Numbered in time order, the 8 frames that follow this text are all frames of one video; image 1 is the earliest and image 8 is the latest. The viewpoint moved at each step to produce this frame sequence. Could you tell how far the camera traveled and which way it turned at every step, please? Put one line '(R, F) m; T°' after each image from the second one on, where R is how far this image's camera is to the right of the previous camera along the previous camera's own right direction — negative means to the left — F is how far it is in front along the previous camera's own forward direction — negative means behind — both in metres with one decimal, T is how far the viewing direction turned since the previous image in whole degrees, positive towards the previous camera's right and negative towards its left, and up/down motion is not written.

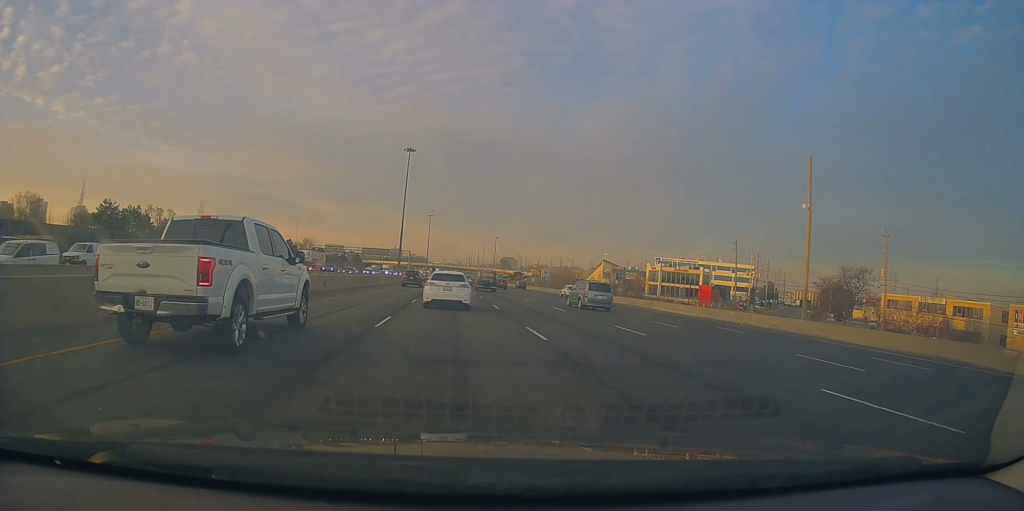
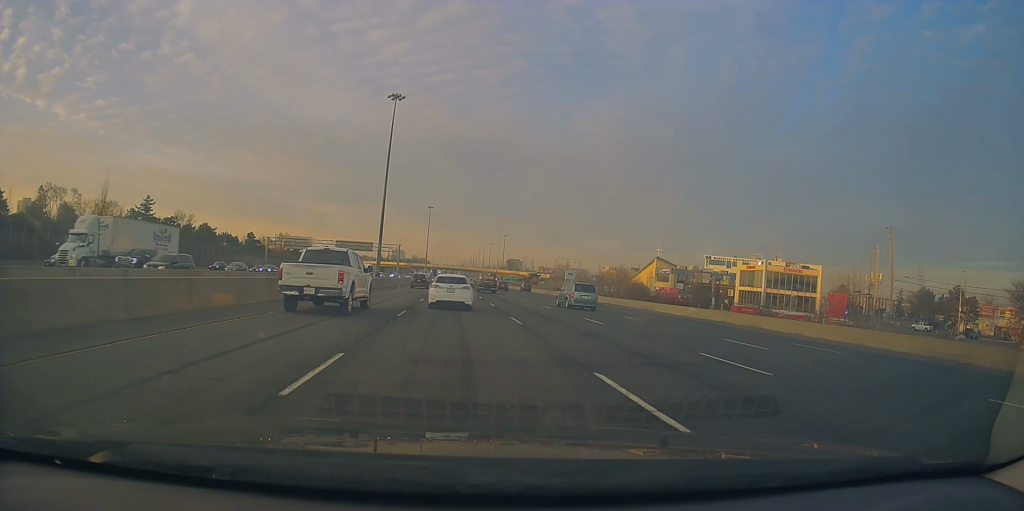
(0.0, +43.4) m; +2°
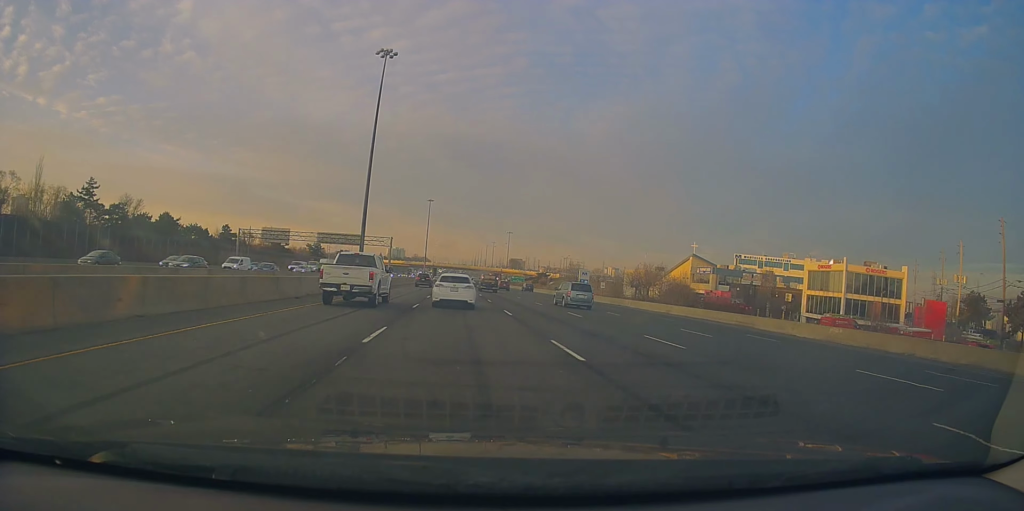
(+0.3, +19.2) m; 0°
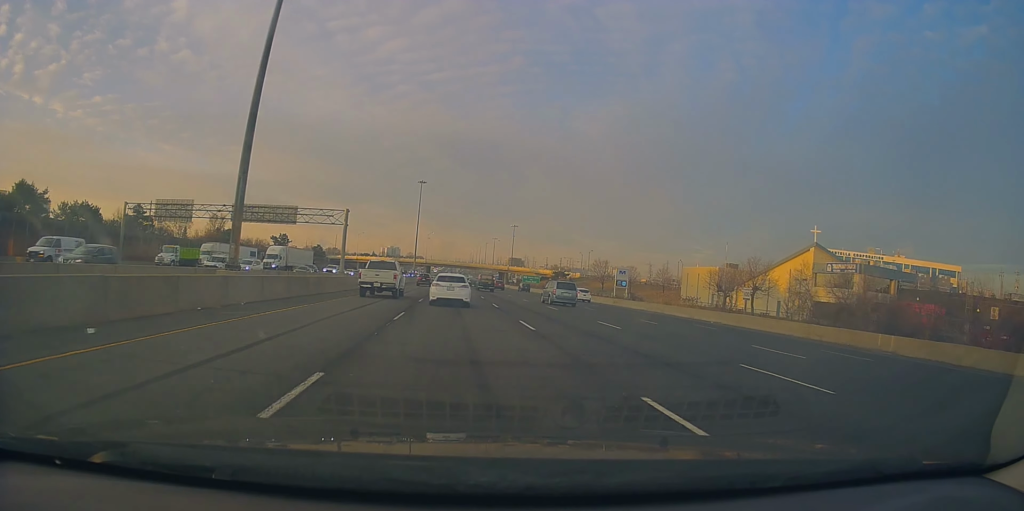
(-1.2, +42.0) m; -2°
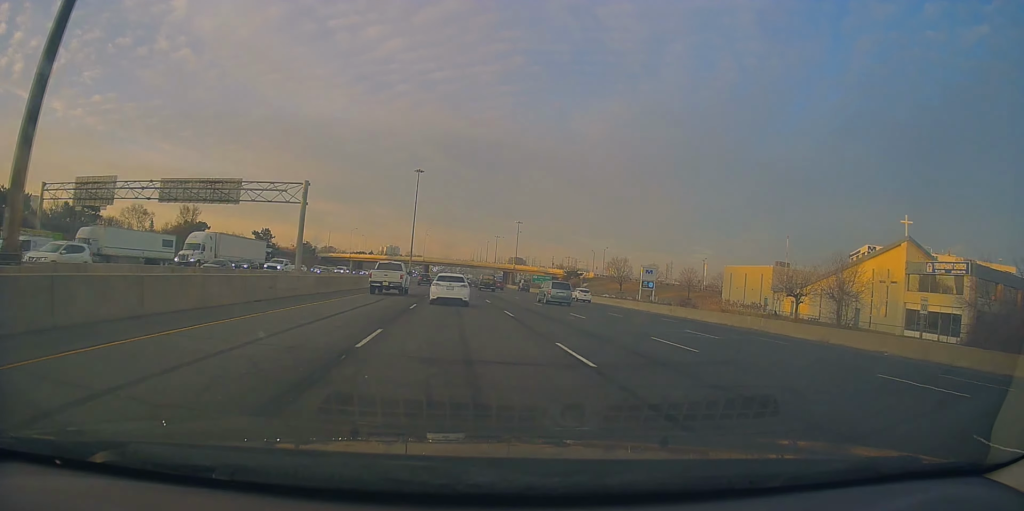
(+0.4, +18.4) m; +1°
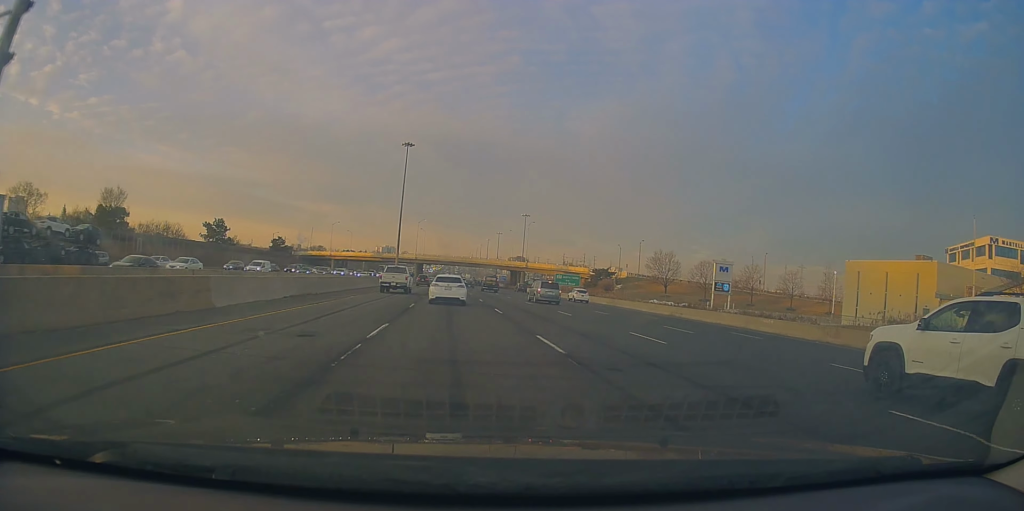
(+0.6, +33.9) m; 0°
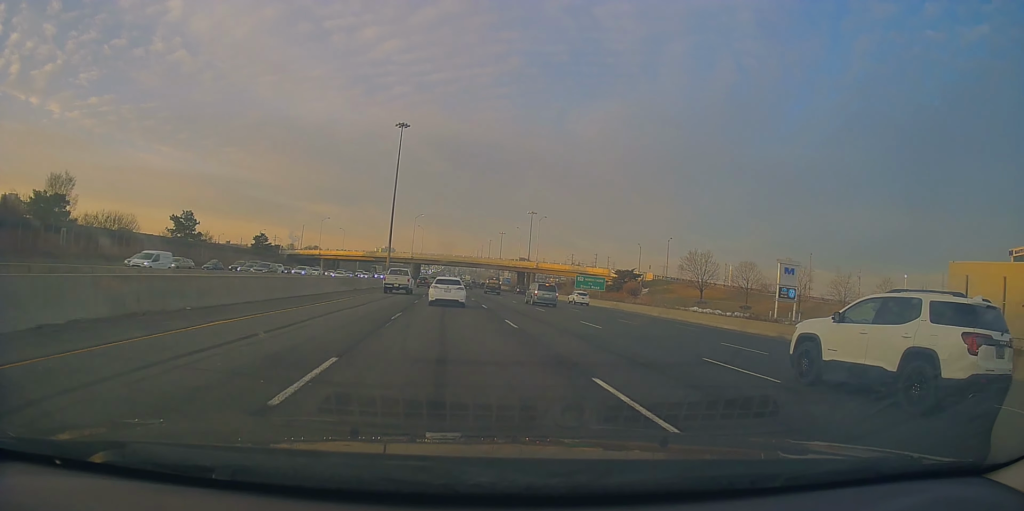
(-0.4, +17.5) m; 0°
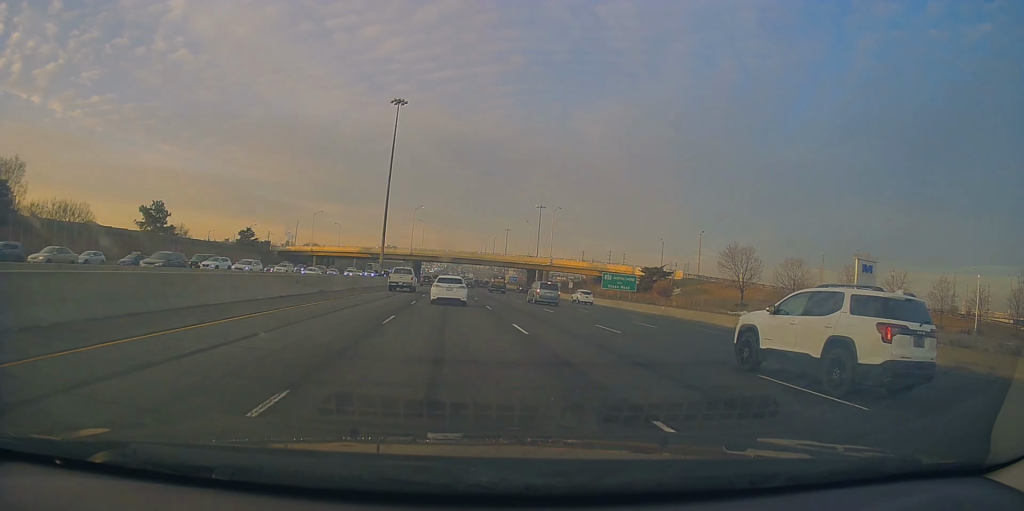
(-0.1, +14.2) m; 0°
